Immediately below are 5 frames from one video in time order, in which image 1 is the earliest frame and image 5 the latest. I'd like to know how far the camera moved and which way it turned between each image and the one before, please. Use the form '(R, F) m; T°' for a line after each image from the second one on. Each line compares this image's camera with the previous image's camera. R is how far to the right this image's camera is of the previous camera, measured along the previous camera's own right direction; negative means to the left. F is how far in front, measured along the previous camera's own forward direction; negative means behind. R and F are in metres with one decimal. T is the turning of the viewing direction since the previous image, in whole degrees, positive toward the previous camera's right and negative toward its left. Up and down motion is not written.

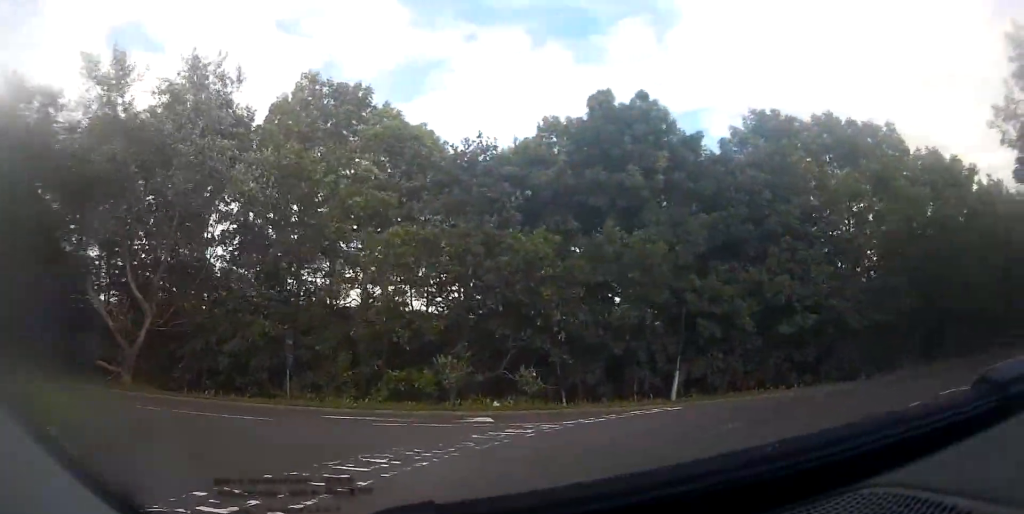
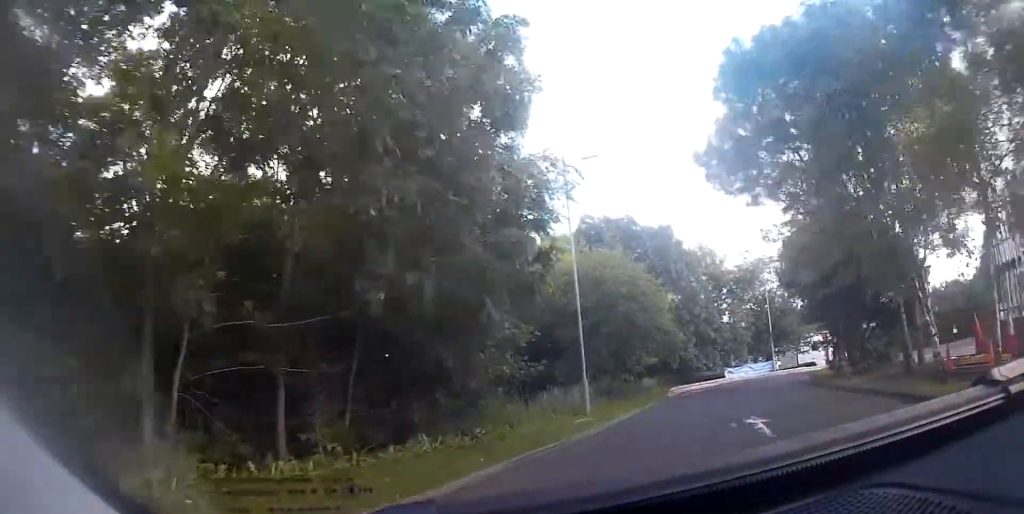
(+7.5, +18.6) m; +50°
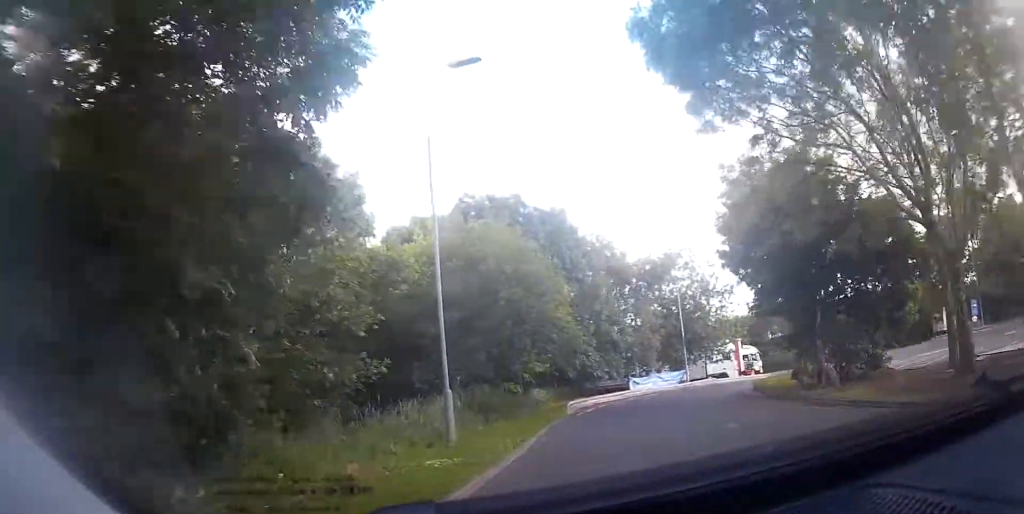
(+1.0, +6.2) m; +14°
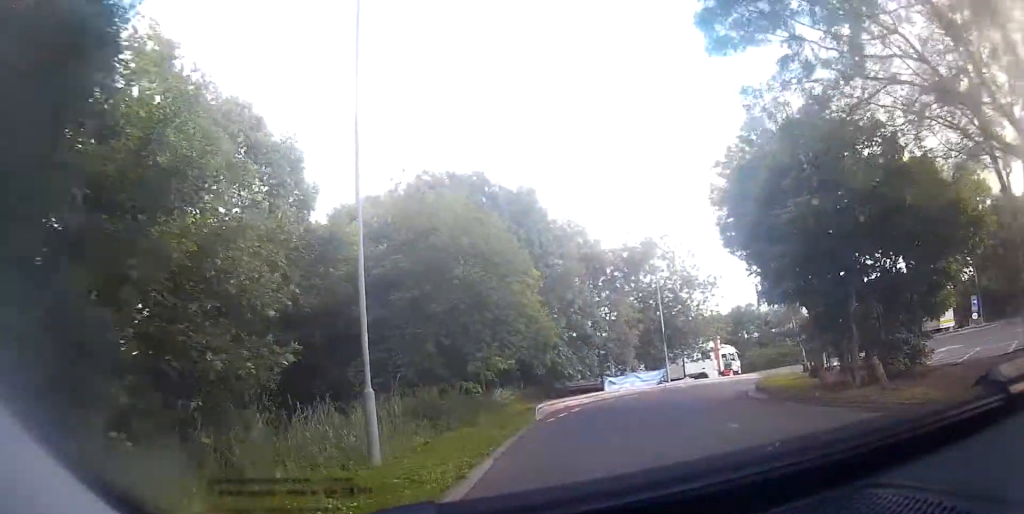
(+0.2, +3.2) m; +5°
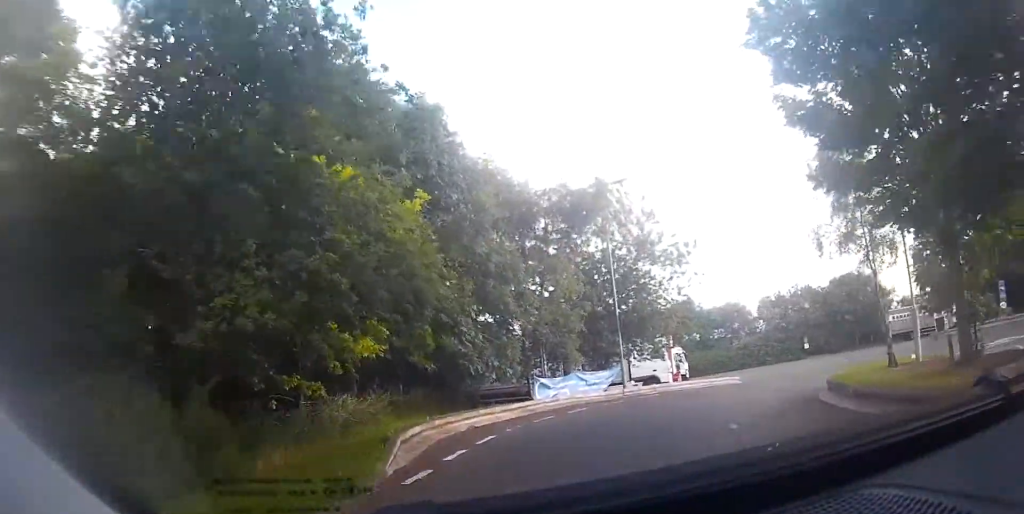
(+0.9, +9.5) m; +11°
